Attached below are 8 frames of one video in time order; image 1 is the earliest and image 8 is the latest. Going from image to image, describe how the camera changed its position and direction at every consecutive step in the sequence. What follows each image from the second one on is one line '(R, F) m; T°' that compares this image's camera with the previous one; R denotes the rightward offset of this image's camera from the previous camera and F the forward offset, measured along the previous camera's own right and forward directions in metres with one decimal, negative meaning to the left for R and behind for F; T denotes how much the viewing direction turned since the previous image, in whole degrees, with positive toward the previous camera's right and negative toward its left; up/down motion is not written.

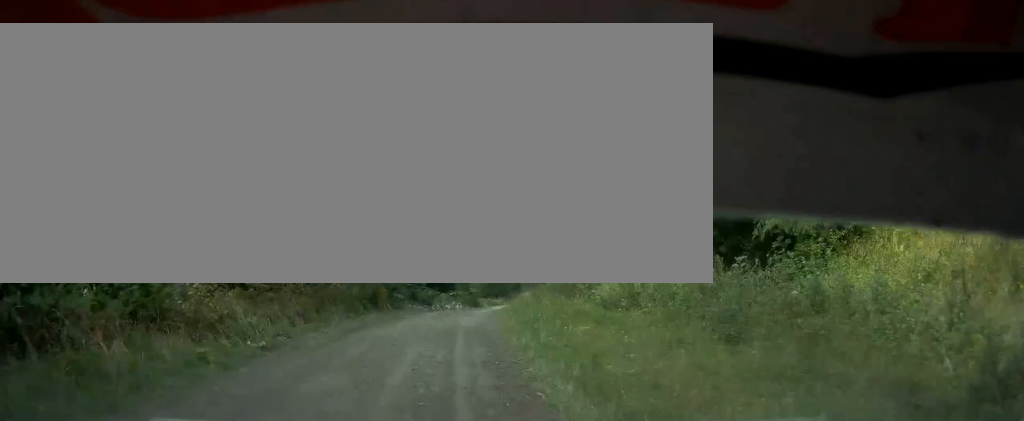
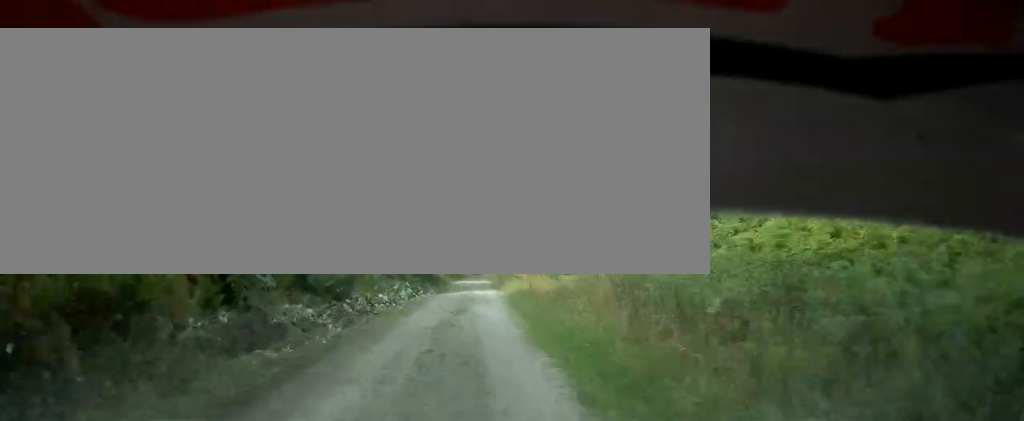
(+0.7, +22.6) m; +4°
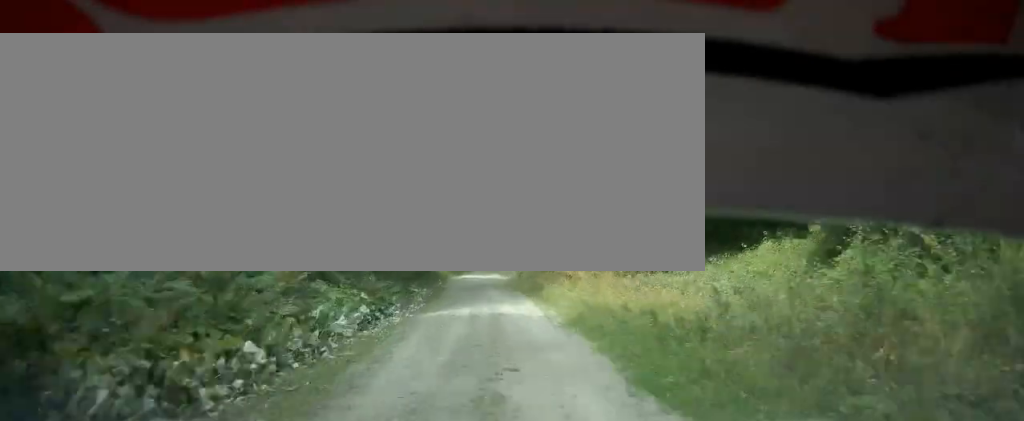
(-1.5, +14.8) m; +2°
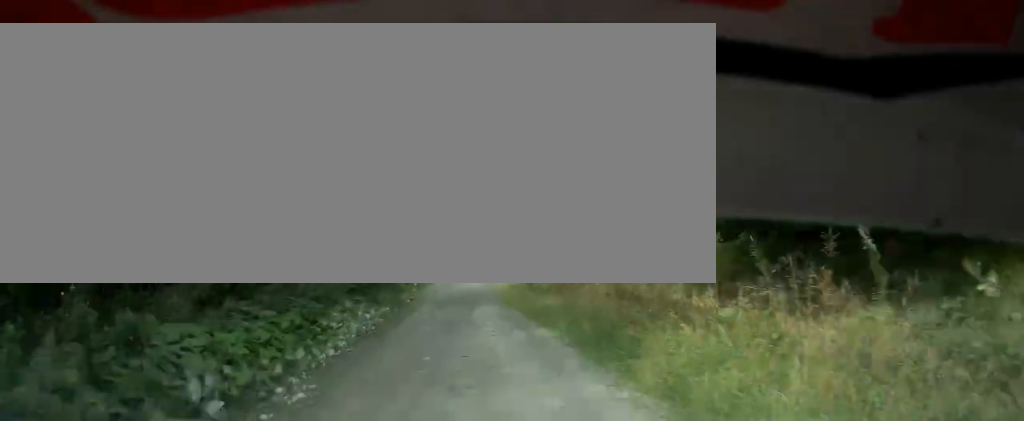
(+0.8, +12.4) m; +3°
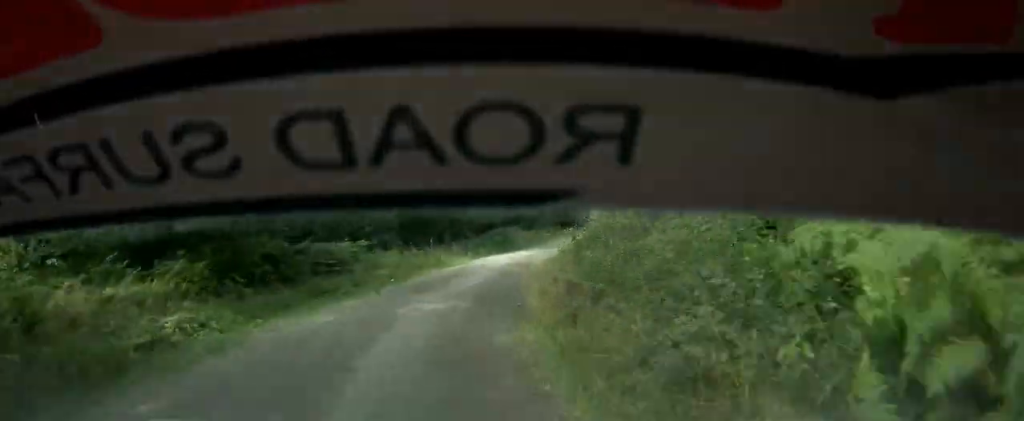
(+4.5, +46.7) m; +5°
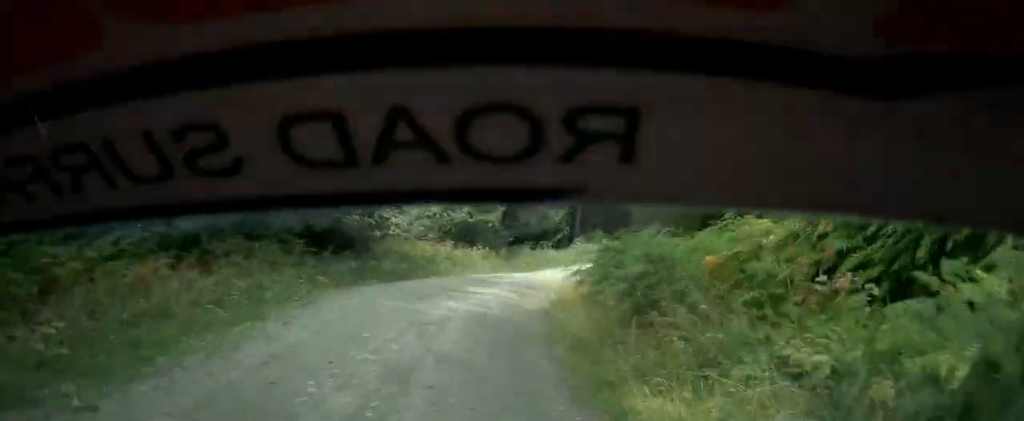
(+4.9, +51.1) m; +17°
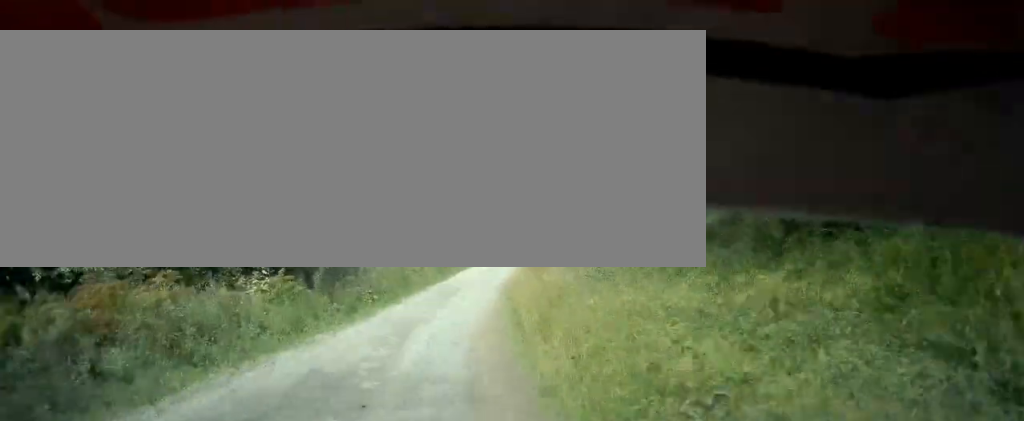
(+2.4, +23.5) m; +10°
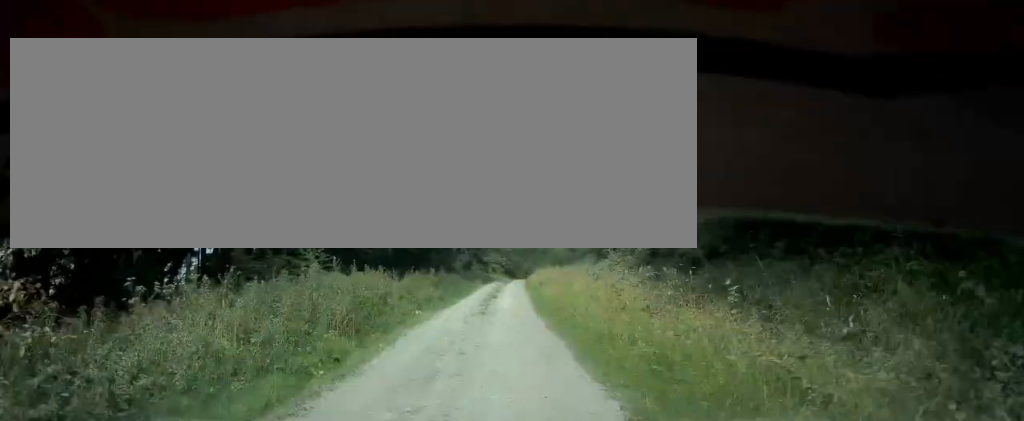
(+4.1, +38.6) m; +9°
